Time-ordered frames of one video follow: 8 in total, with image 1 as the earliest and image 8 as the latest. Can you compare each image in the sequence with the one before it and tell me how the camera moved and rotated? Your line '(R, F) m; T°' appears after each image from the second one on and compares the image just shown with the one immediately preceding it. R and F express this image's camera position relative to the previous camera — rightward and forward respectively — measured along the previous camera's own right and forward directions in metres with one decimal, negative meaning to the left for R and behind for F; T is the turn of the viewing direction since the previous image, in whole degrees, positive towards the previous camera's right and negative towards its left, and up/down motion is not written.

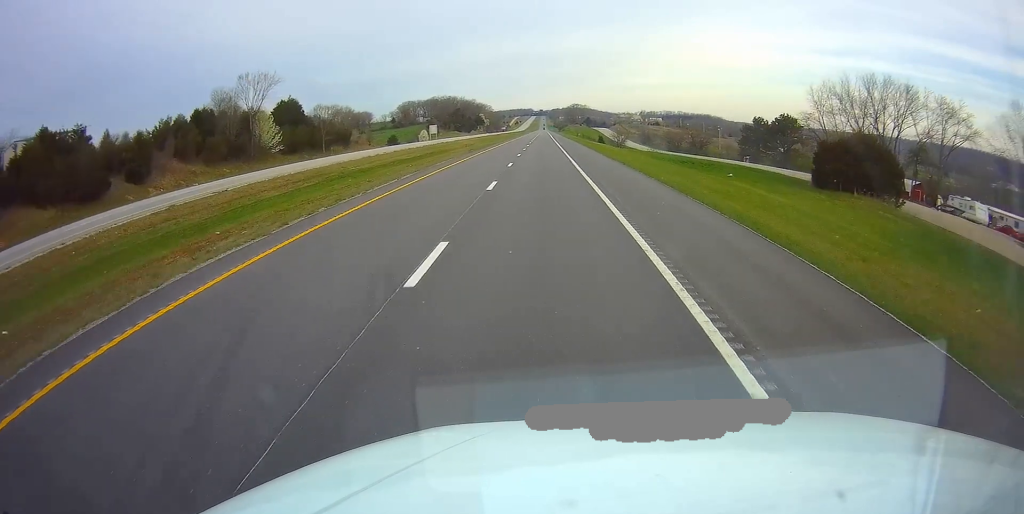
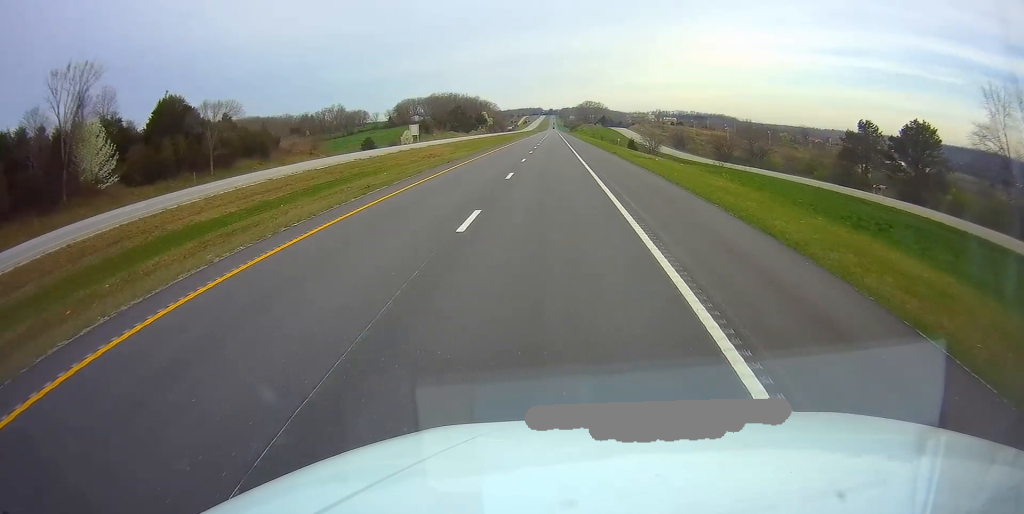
(-0.5, +44.3) m; -1°
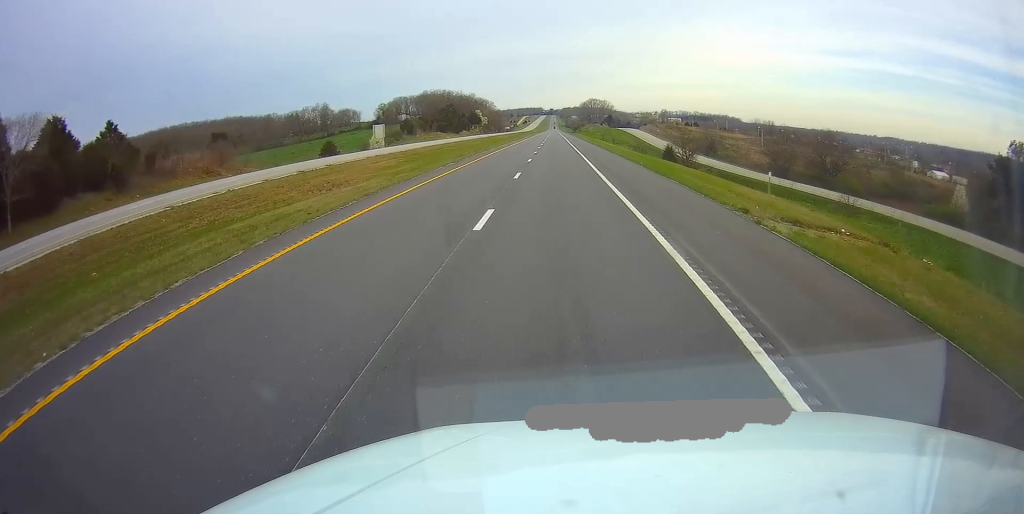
(-0.1, +36.1) m; +1°
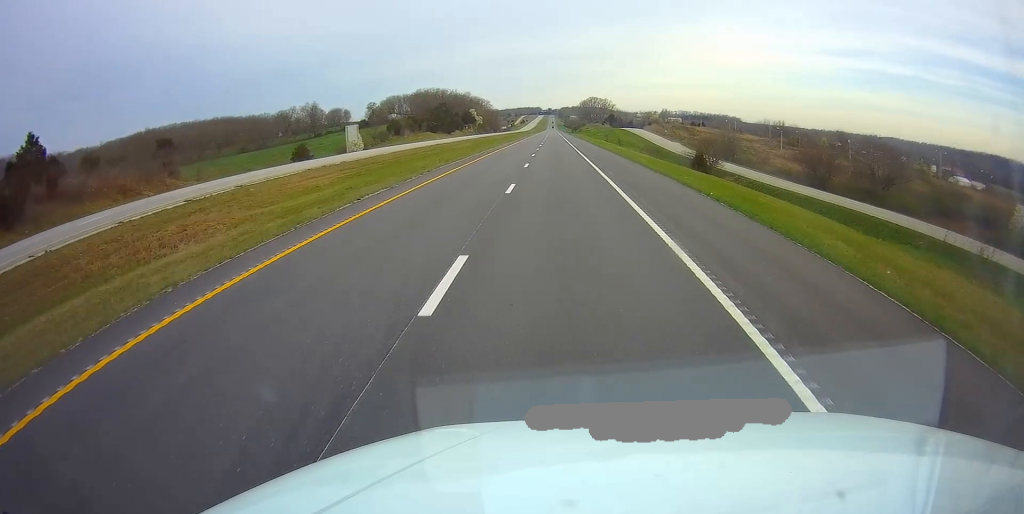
(+0.3, +17.5) m; 0°
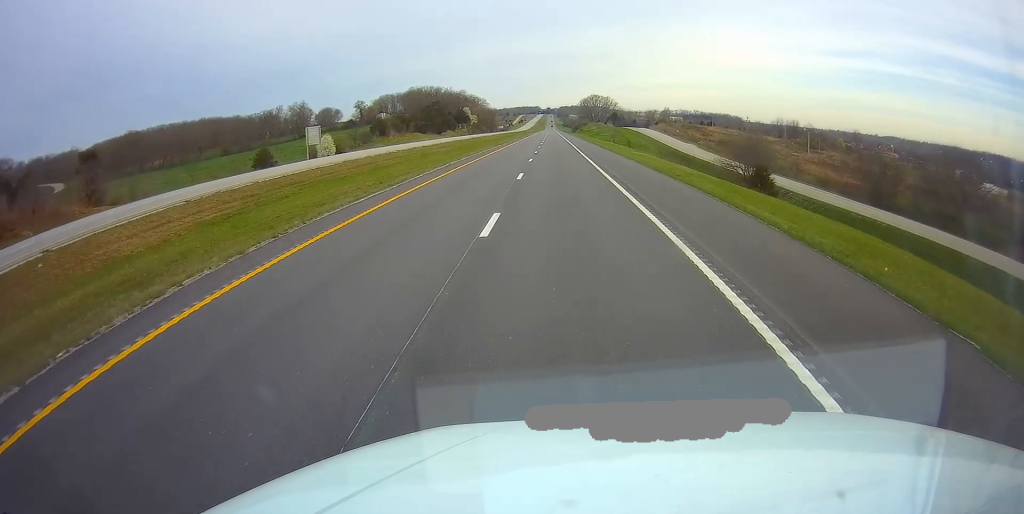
(+0.1, +19.6) m; 0°
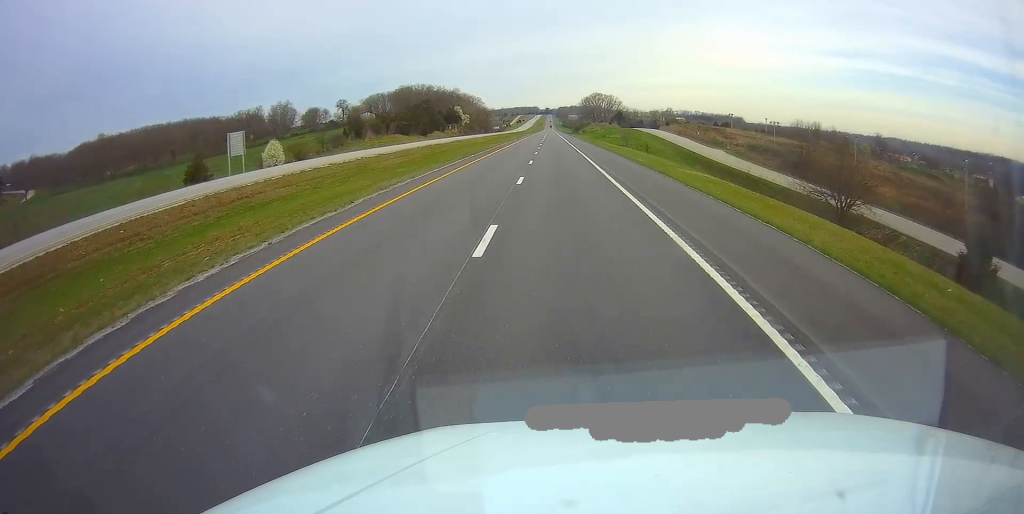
(-0.2, +25.8) m; 0°
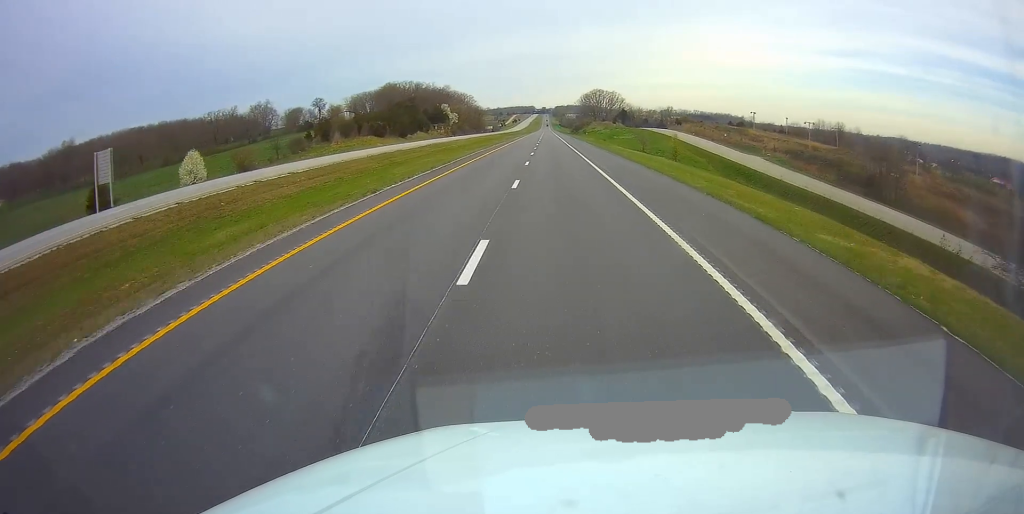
(+0.1, +25.7) m; 0°
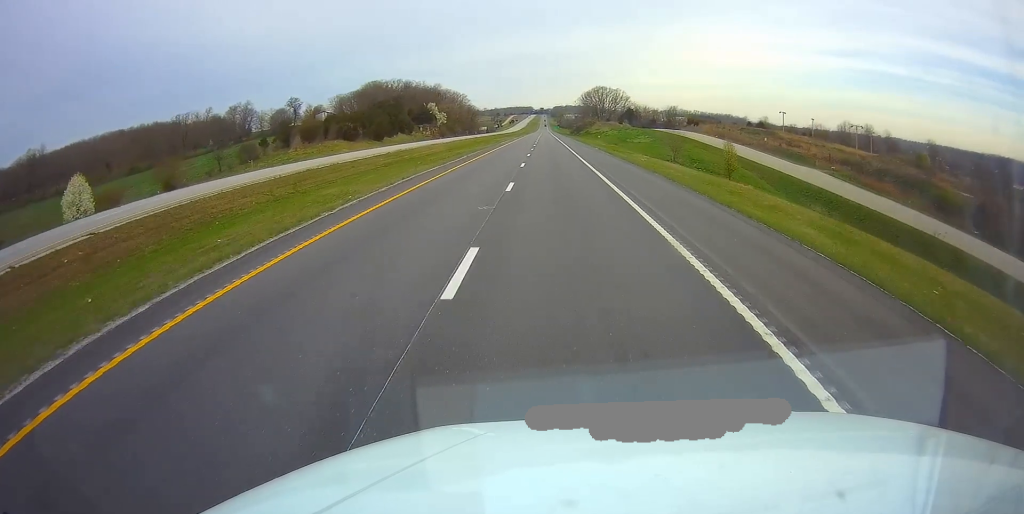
(-0.1, +24.8) m; 0°
